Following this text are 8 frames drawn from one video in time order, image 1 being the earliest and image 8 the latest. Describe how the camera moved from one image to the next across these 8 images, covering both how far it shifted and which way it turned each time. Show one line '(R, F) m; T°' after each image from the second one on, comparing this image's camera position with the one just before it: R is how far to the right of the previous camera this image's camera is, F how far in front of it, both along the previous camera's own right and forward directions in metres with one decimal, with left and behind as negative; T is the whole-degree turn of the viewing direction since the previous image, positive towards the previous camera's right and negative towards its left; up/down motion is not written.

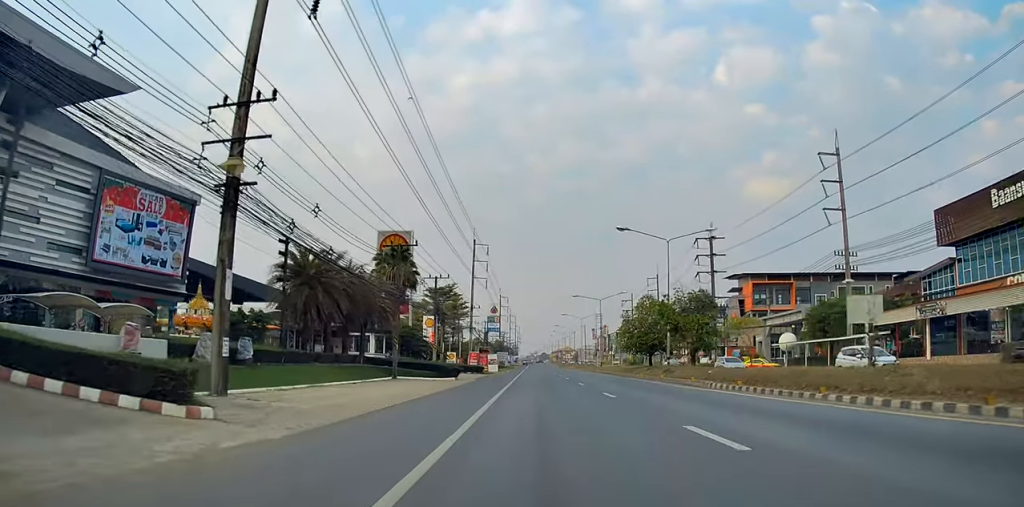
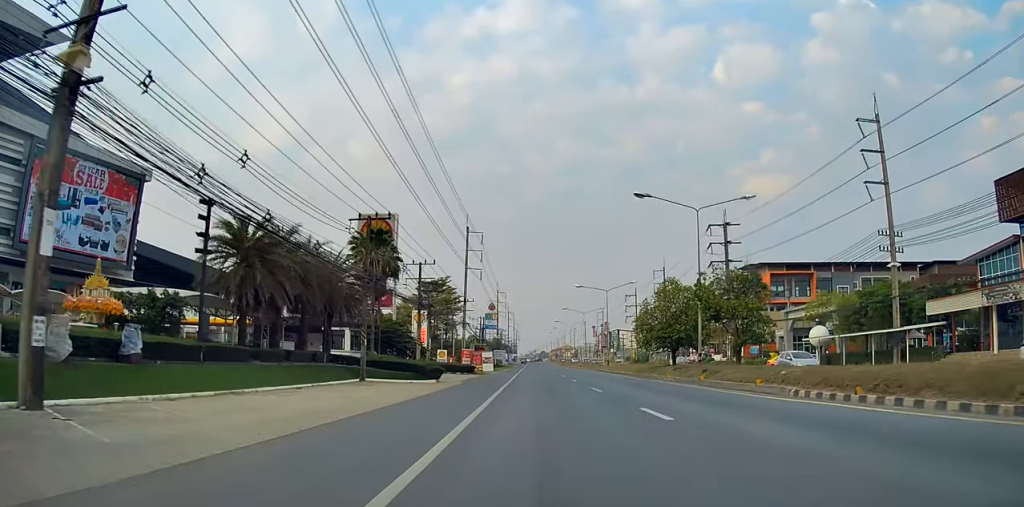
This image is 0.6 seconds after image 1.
(0.0, +8.4) m; 0°
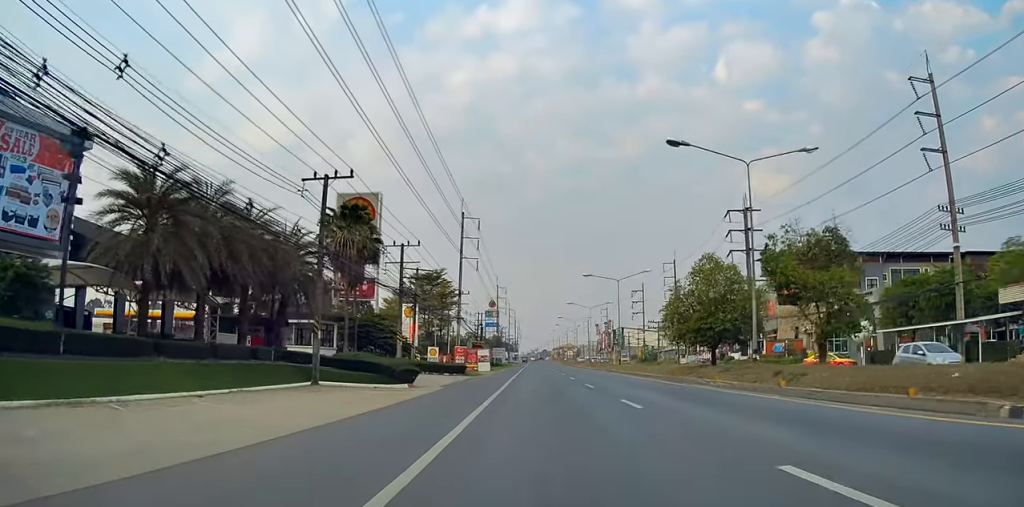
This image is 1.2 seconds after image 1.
(-0.1, +8.2) m; 0°
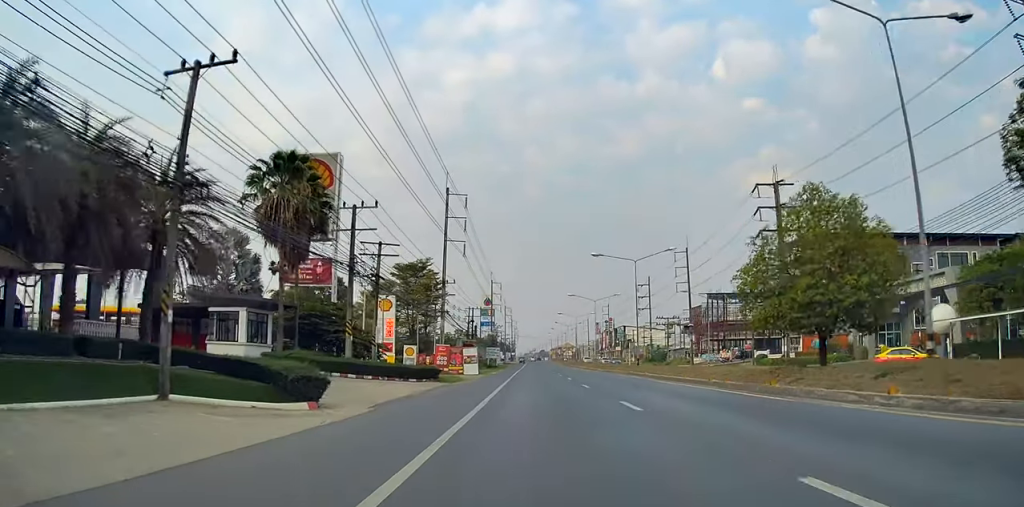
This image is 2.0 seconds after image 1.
(+0.1, +12.2) m; -2°
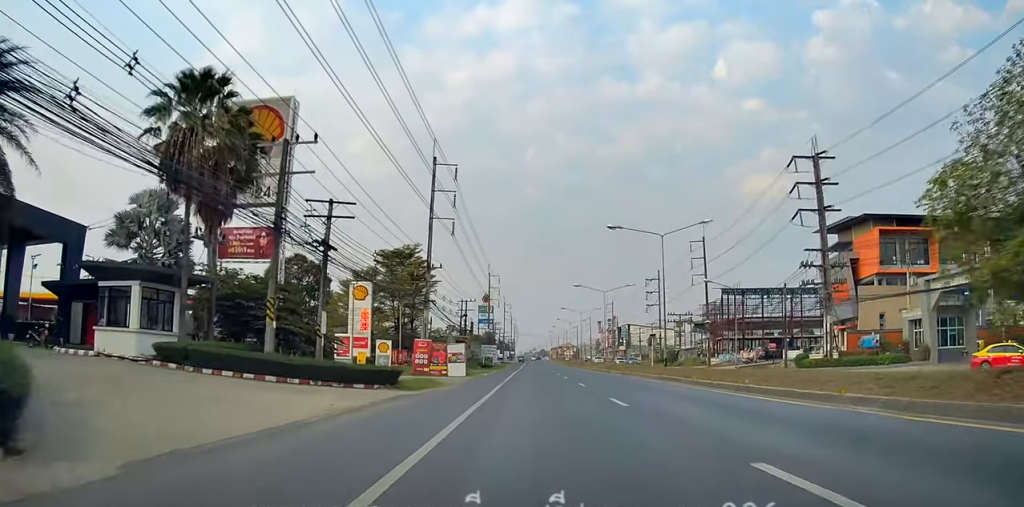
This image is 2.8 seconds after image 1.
(-0.4, +10.6) m; 0°
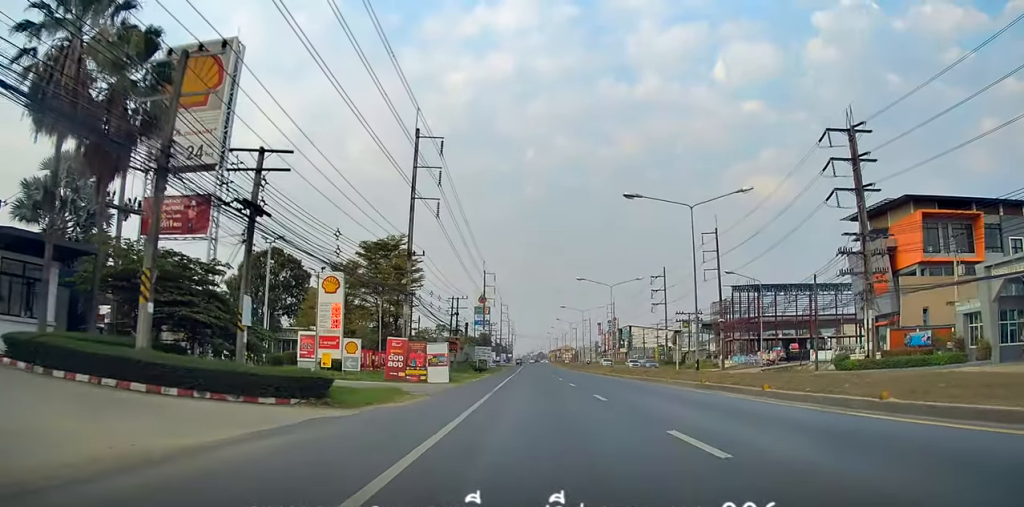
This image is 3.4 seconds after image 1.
(-0.1, +8.1) m; 0°
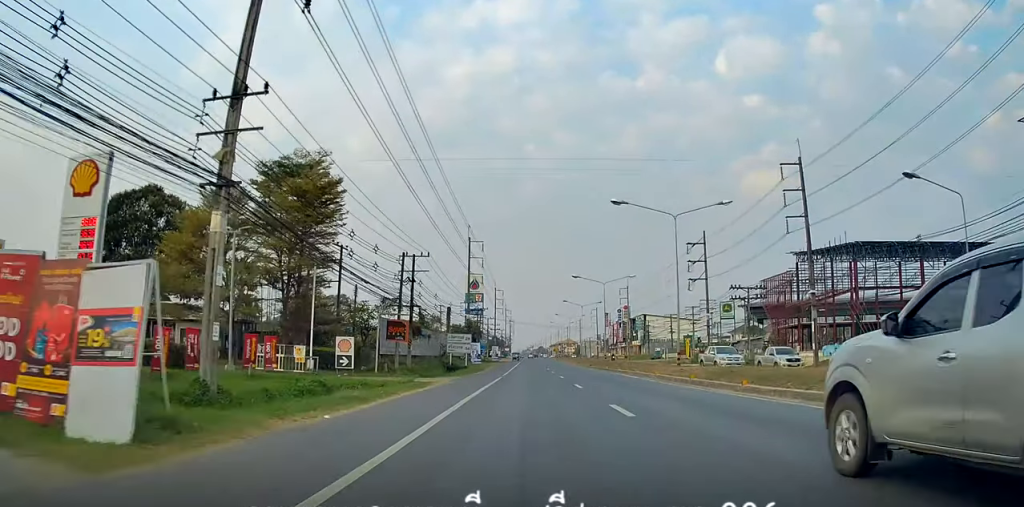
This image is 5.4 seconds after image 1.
(+0.6, +30.1) m; 0°
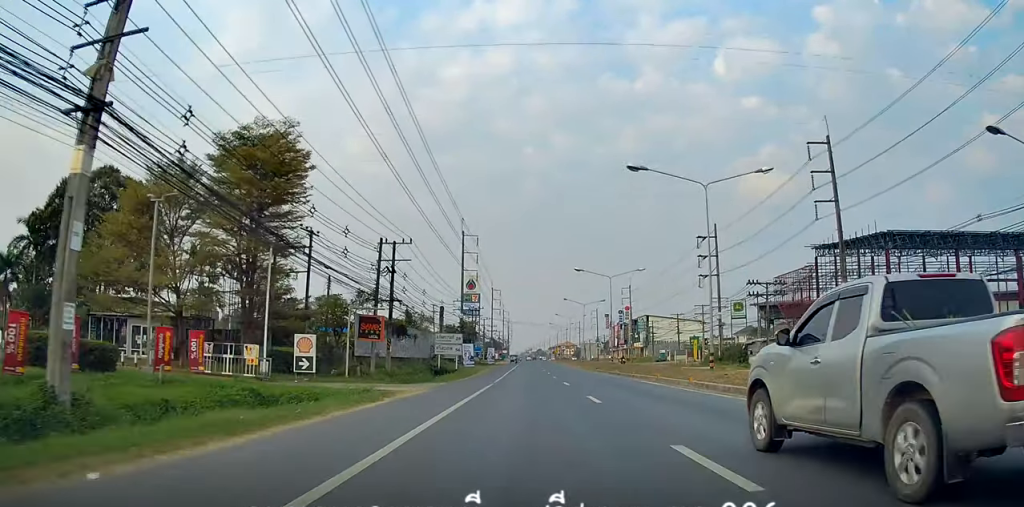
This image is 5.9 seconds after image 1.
(0.0, +7.2) m; 0°
